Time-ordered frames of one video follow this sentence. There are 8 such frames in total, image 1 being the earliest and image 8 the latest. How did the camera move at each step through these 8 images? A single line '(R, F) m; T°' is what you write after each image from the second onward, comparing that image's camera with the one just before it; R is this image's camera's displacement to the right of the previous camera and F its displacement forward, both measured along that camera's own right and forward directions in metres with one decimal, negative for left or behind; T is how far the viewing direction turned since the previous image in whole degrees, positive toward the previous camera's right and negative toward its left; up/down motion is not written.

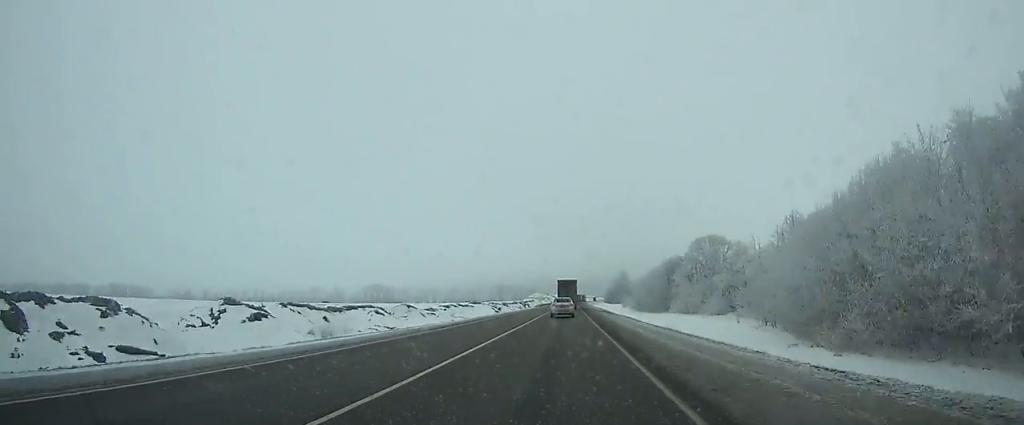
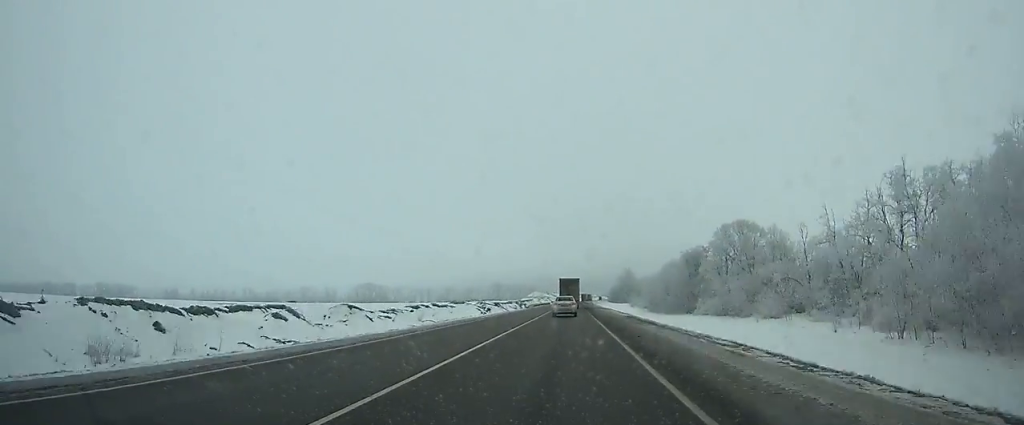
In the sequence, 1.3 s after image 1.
(-0.1, +30.3) m; 0°
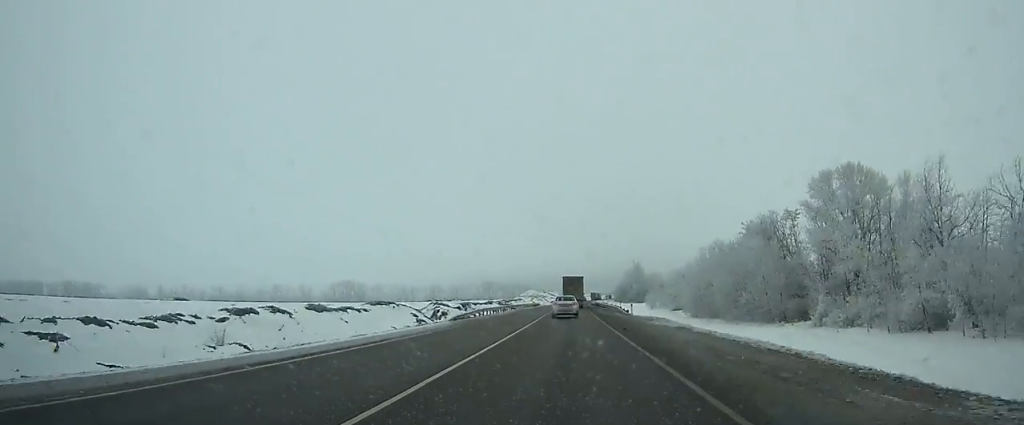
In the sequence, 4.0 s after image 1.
(0.0, +62.9) m; 0°
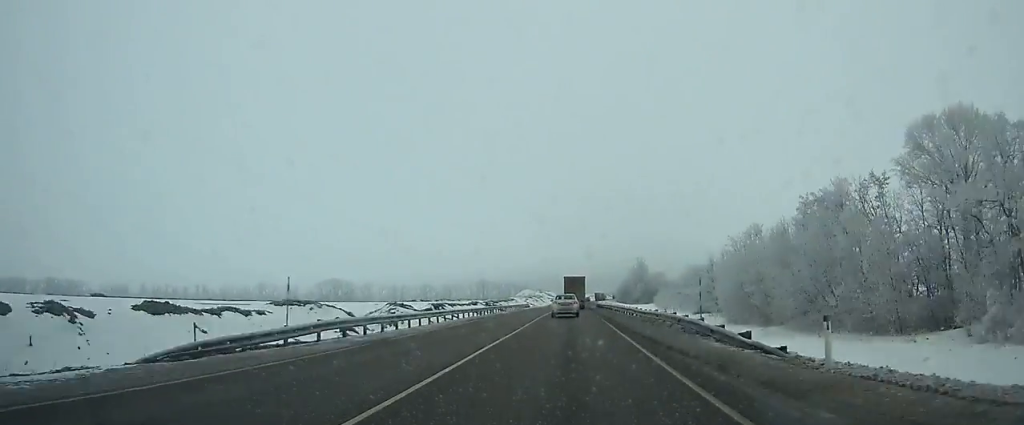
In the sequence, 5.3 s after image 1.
(0.0, +30.0) m; 0°
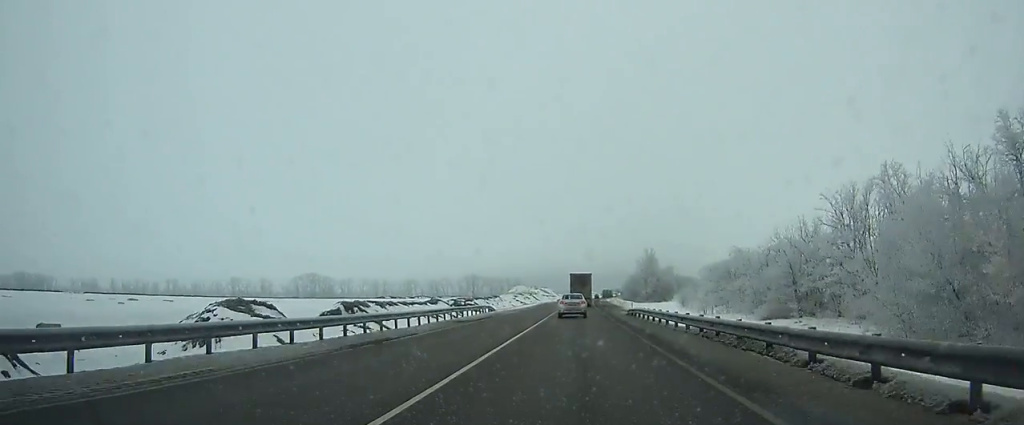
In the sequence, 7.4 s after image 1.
(-0.2, +48.3) m; +1°
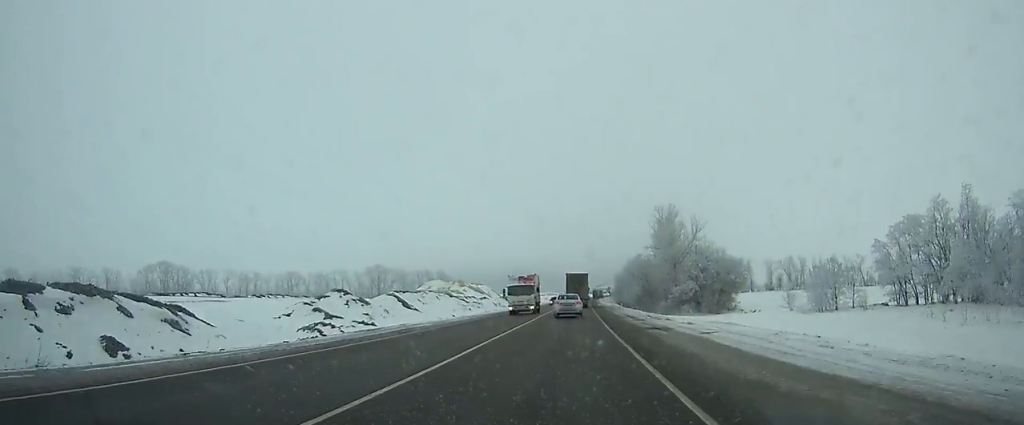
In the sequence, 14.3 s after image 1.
(+5.0, +153.0) m; +3°
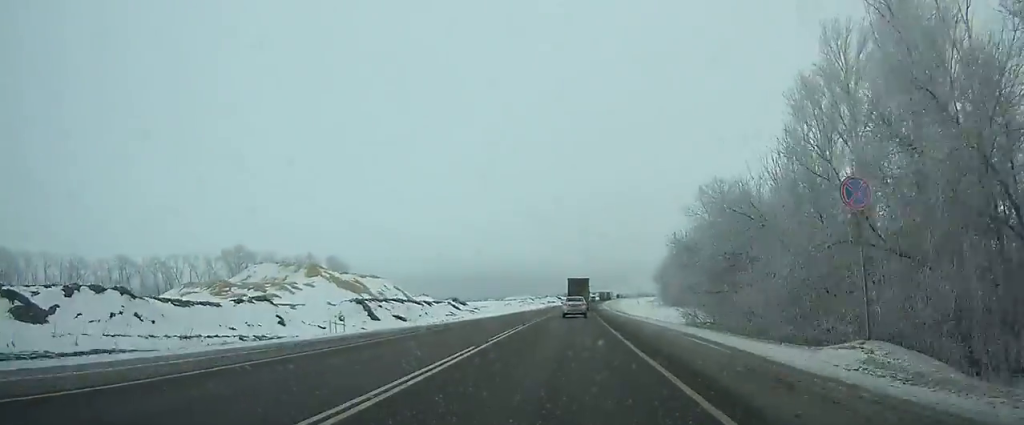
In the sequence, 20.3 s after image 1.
(+2.3, +127.8) m; +2°
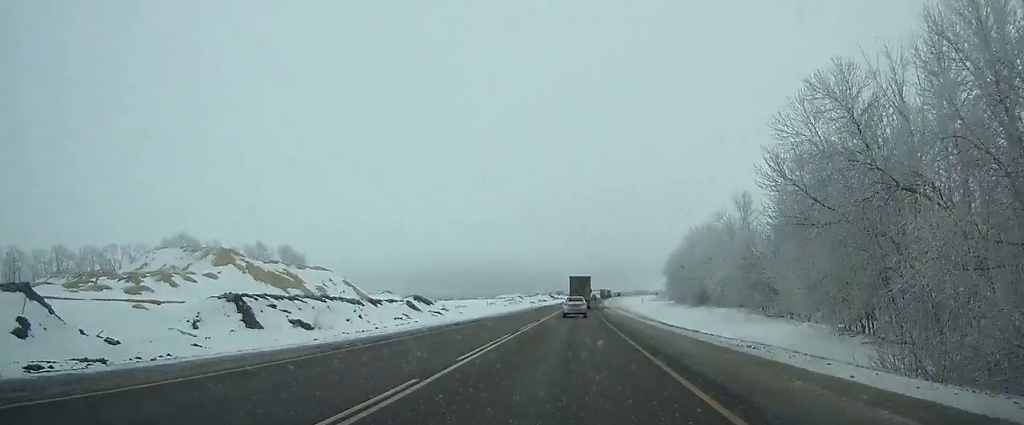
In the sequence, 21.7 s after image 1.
(+0.1, +29.4) m; +1°
